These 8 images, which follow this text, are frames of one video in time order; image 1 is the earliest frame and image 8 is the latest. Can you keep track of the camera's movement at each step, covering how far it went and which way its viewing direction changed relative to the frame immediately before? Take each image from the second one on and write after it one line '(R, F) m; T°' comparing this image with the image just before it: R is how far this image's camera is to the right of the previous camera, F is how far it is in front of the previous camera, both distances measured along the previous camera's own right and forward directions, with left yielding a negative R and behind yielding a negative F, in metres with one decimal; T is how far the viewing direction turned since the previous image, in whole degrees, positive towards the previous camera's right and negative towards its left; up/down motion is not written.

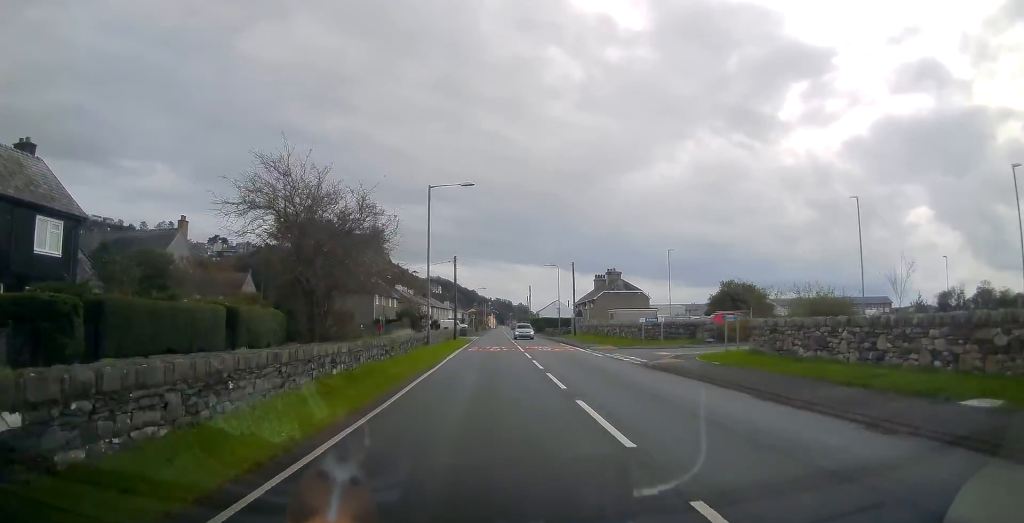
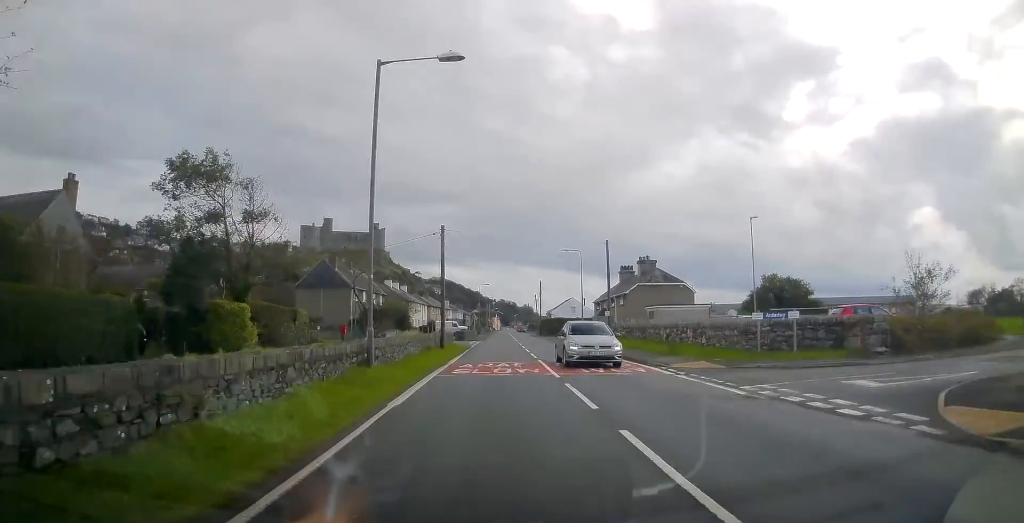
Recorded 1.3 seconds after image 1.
(-0.1, +15.0) m; -1°
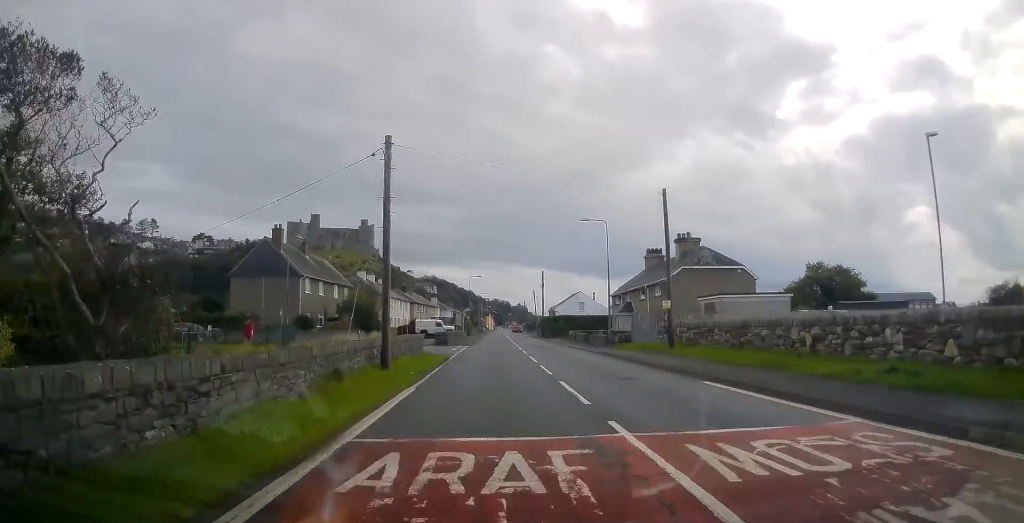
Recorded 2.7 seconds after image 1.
(0.0, +15.4) m; 0°
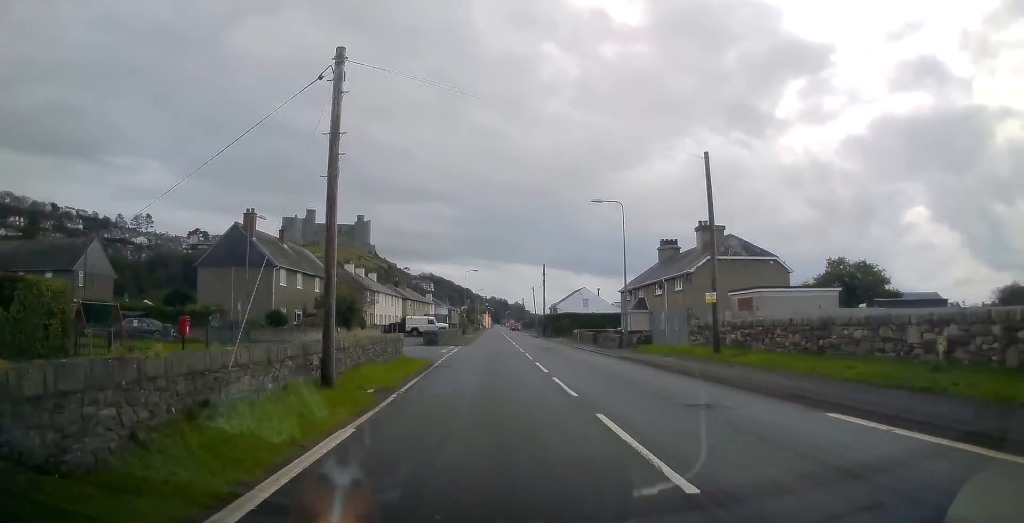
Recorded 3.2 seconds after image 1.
(0.0, +5.7) m; 0°
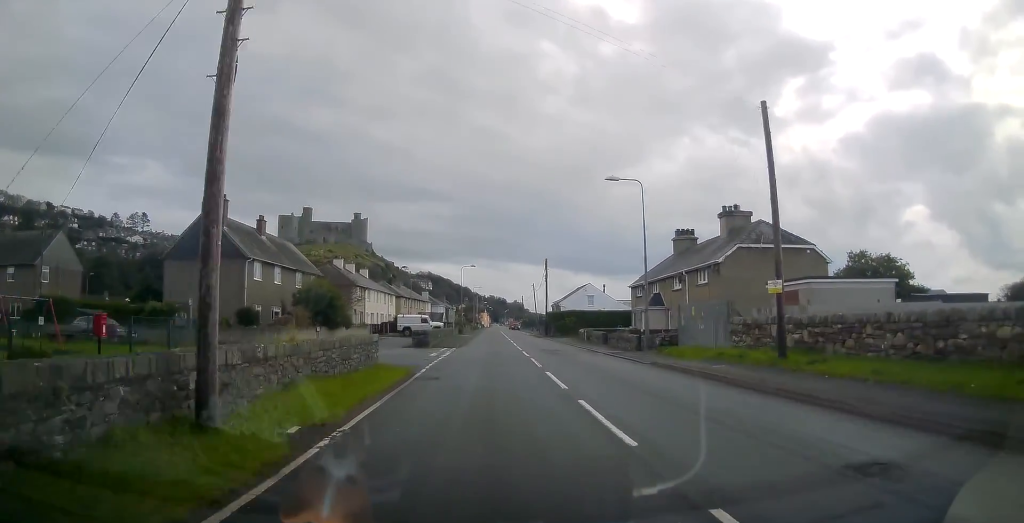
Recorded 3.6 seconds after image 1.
(0.0, +4.9) m; 0°
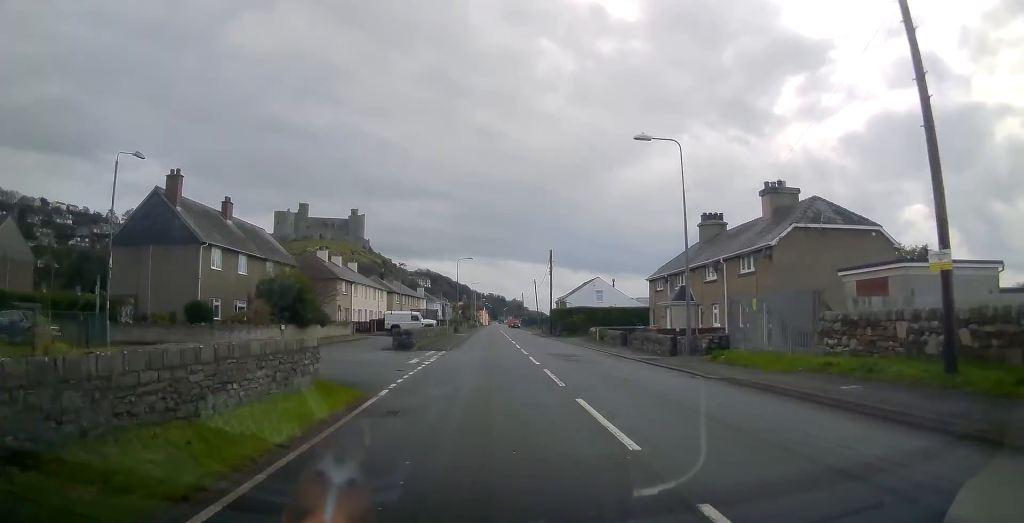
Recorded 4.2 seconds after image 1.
(0.0, +6.3) m; 0°
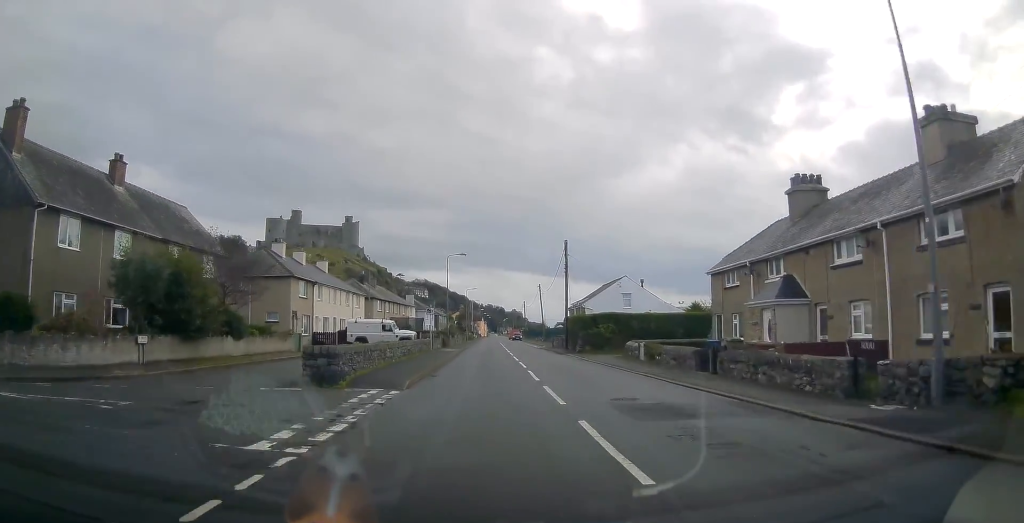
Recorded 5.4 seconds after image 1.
(0.0, +13.2) m; 0°
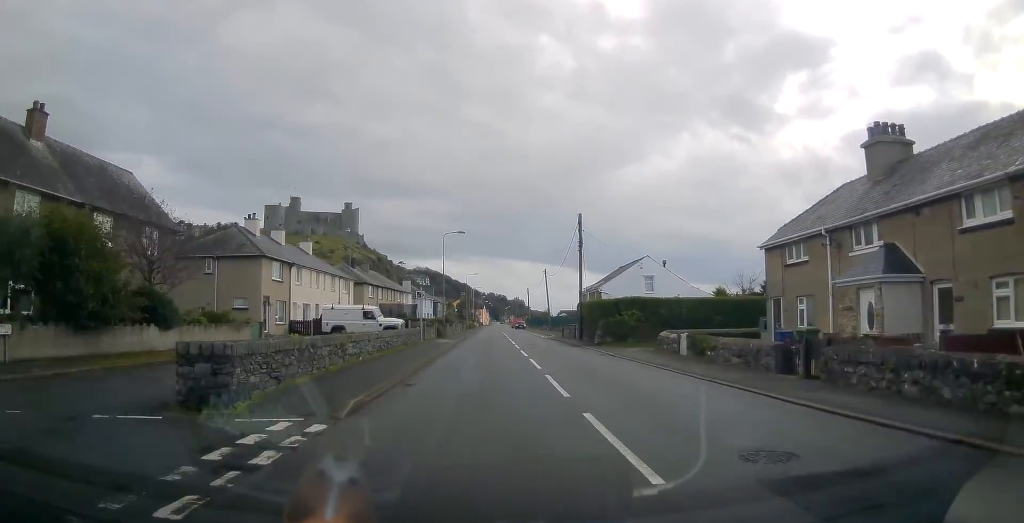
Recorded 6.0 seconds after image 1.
(0.0, +6.2) m; 0°
